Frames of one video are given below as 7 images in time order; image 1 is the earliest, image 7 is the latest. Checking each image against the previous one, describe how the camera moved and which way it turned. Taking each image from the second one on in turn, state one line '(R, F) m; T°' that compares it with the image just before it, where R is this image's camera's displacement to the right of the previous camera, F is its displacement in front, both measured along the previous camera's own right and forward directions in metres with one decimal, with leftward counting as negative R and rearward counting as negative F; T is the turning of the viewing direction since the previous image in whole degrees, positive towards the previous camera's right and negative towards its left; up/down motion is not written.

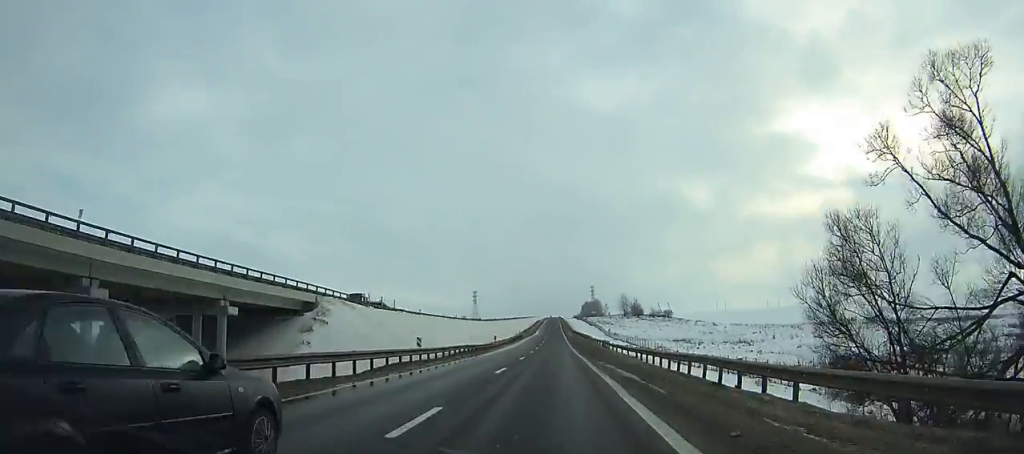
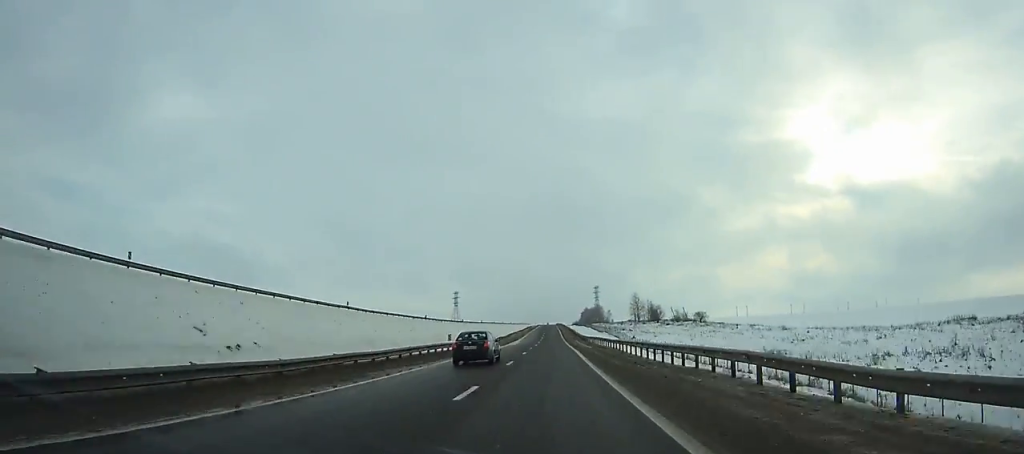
(-0.1, +69.4) m; 0°
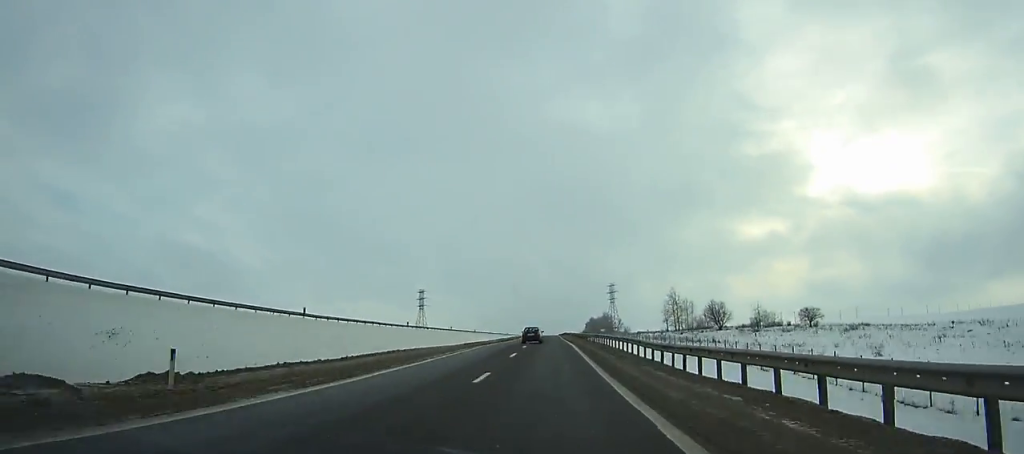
(-0.4, +92.1) m; 0°
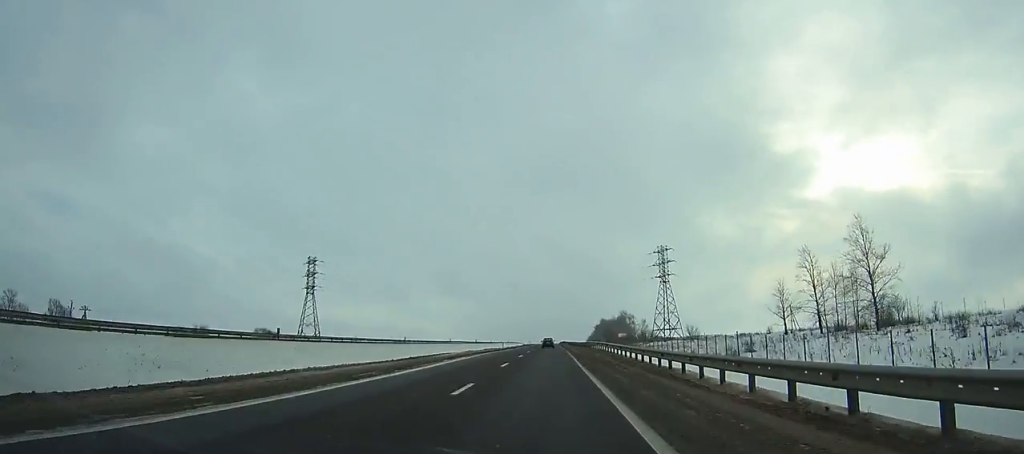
(+0.3, +120.0) m; 0°
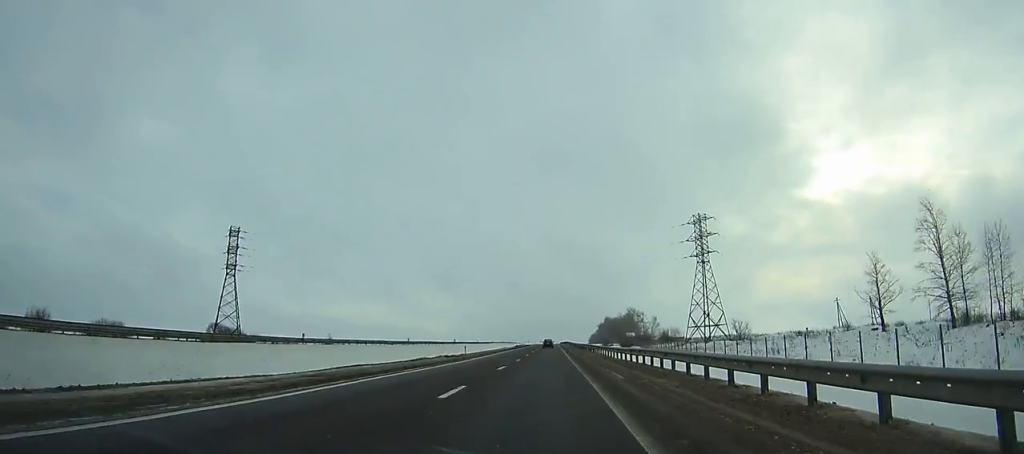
(-0.1, +36.5) m; 0°
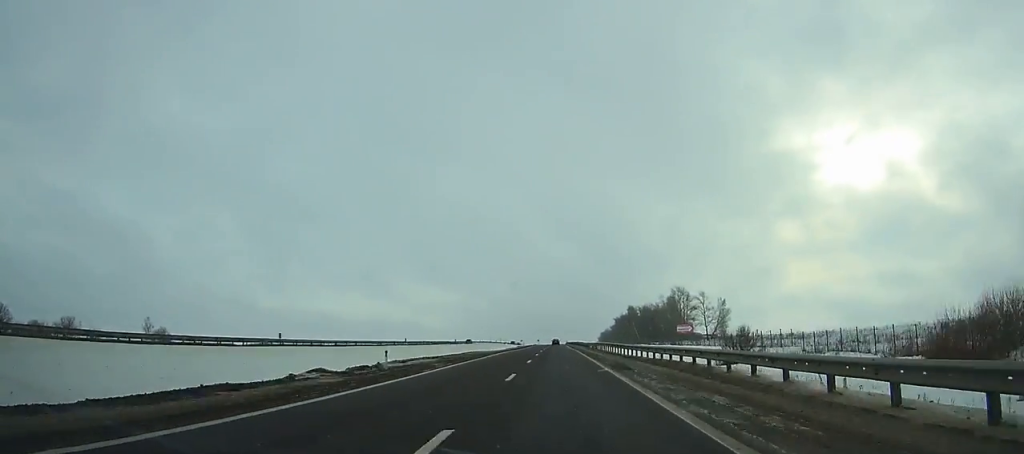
(-0.2, +127.7) m; 0°
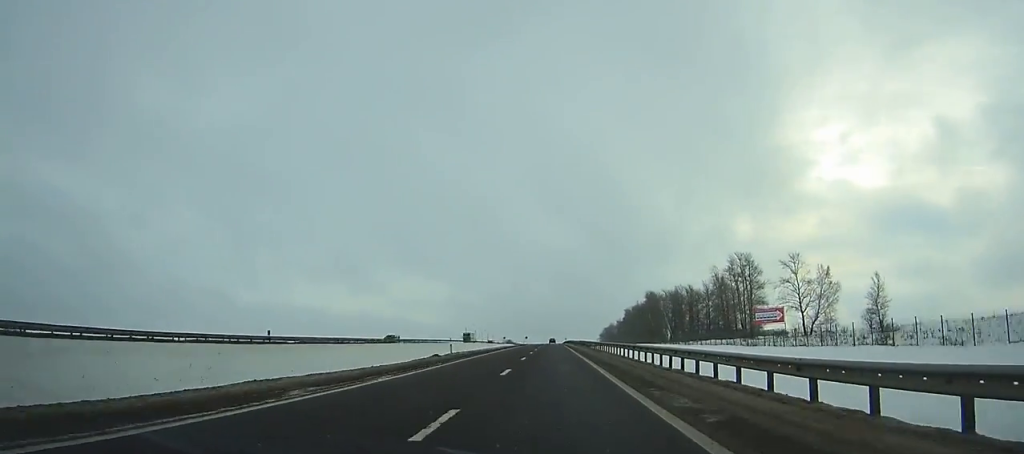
(+0.3, +82.6) m; 0°
